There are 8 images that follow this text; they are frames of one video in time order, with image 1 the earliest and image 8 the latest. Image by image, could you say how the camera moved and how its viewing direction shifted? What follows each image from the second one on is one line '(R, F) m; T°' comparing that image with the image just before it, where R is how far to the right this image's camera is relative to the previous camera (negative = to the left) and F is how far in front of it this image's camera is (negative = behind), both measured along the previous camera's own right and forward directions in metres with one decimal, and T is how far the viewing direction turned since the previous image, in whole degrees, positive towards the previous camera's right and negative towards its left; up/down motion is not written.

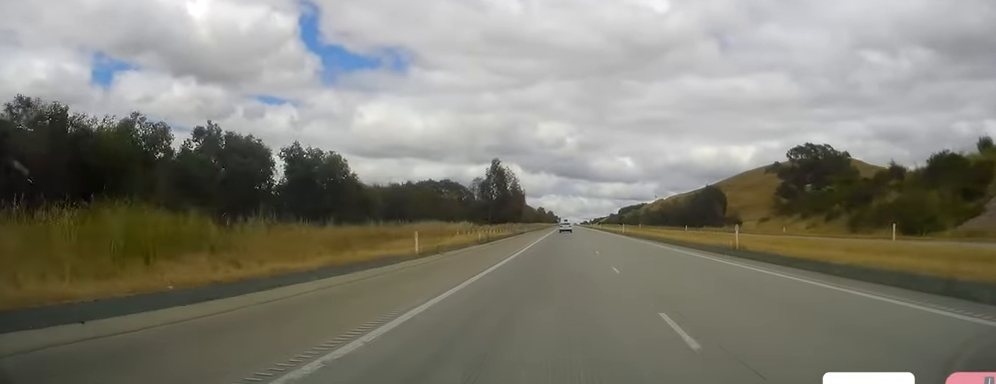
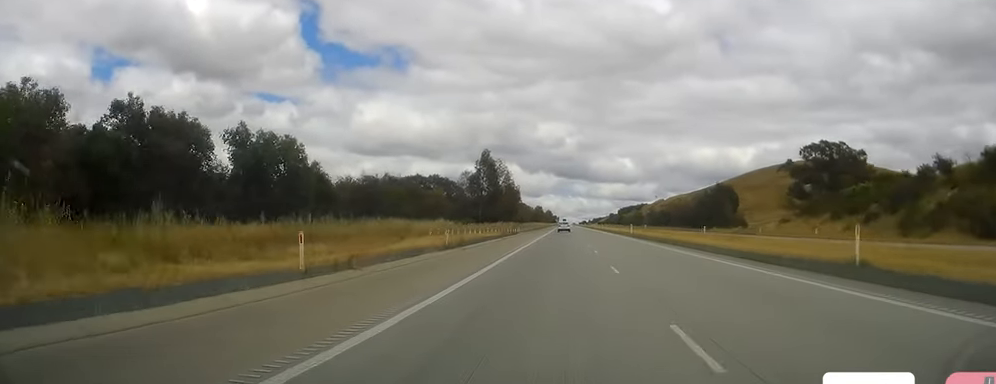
(0.0, +13.3) m; +1°
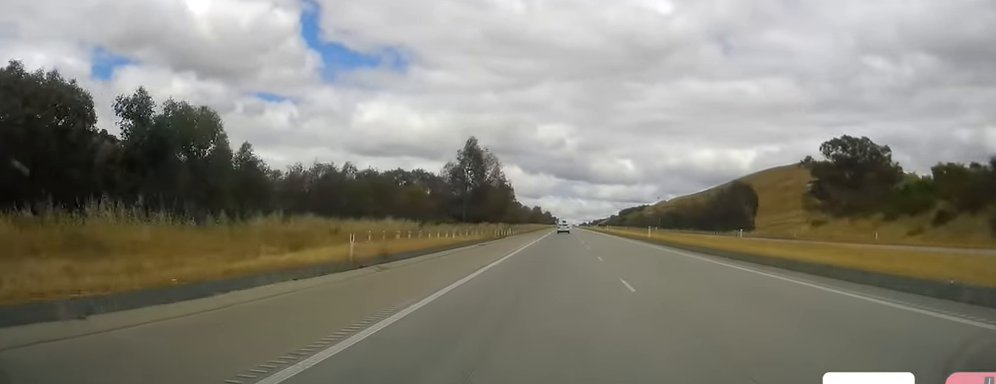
(-0.1, +17.1) m; +1°
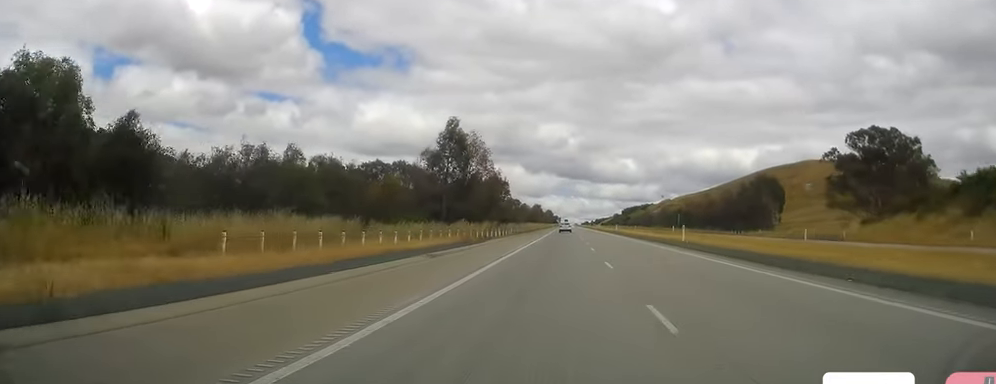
(+0.3, +17.0) m; 0°
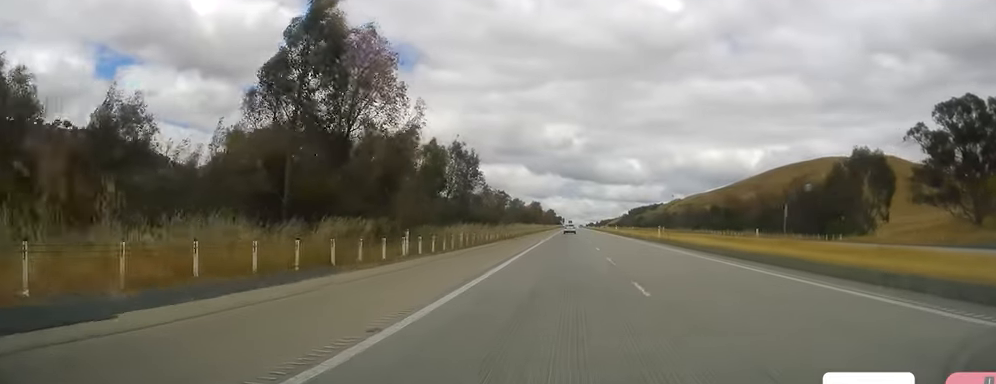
(-0.6, +44.3) m; -1°
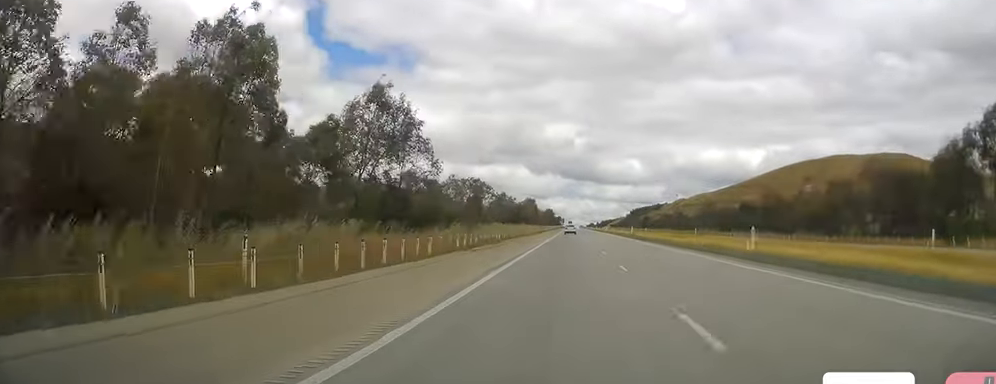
(-0.1, +30.1) m; 0°
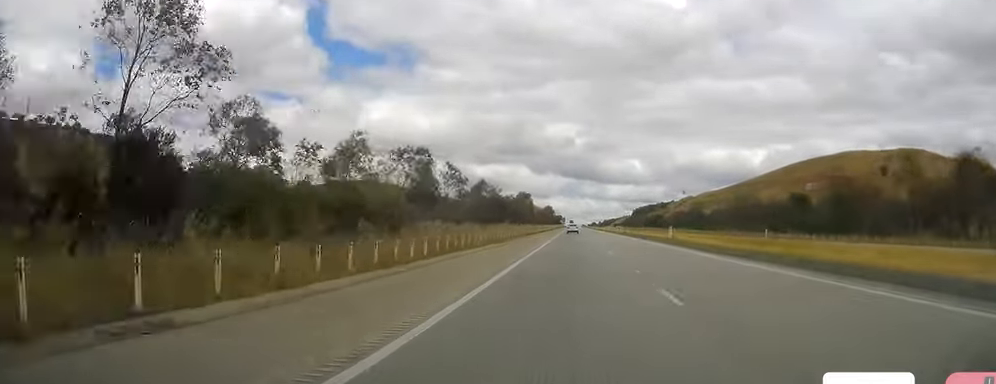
(+0.1, +32.1) m; 0°
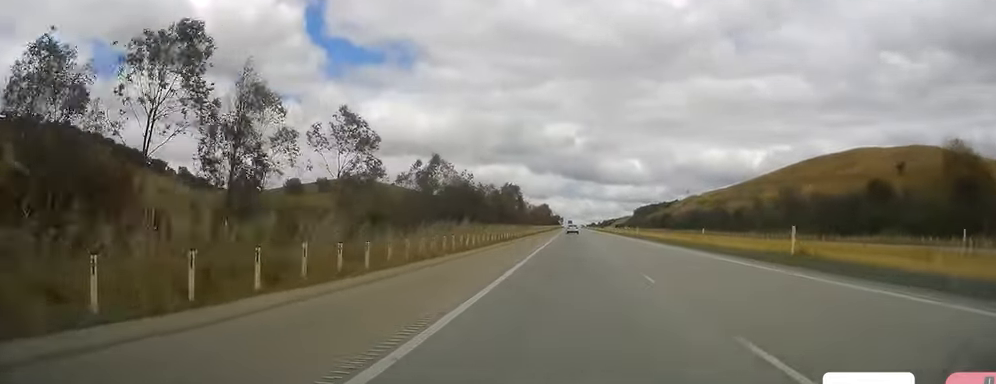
(0.0, +31.4) m; 0°
